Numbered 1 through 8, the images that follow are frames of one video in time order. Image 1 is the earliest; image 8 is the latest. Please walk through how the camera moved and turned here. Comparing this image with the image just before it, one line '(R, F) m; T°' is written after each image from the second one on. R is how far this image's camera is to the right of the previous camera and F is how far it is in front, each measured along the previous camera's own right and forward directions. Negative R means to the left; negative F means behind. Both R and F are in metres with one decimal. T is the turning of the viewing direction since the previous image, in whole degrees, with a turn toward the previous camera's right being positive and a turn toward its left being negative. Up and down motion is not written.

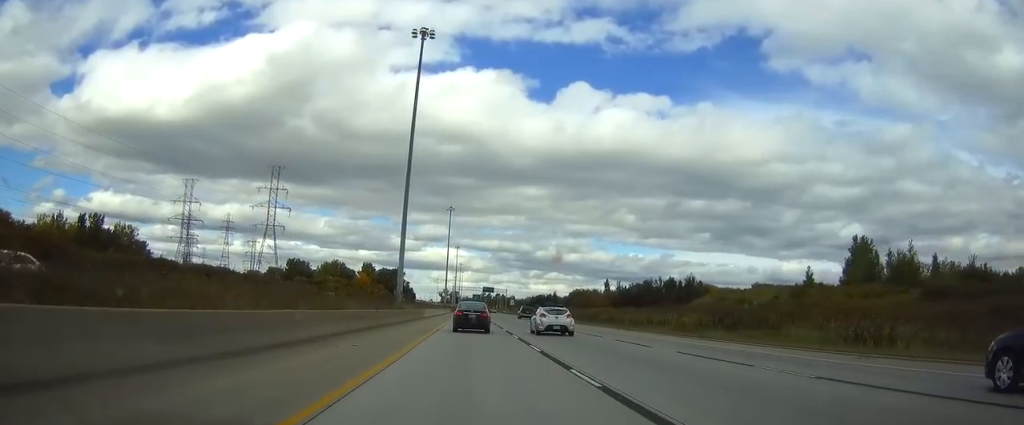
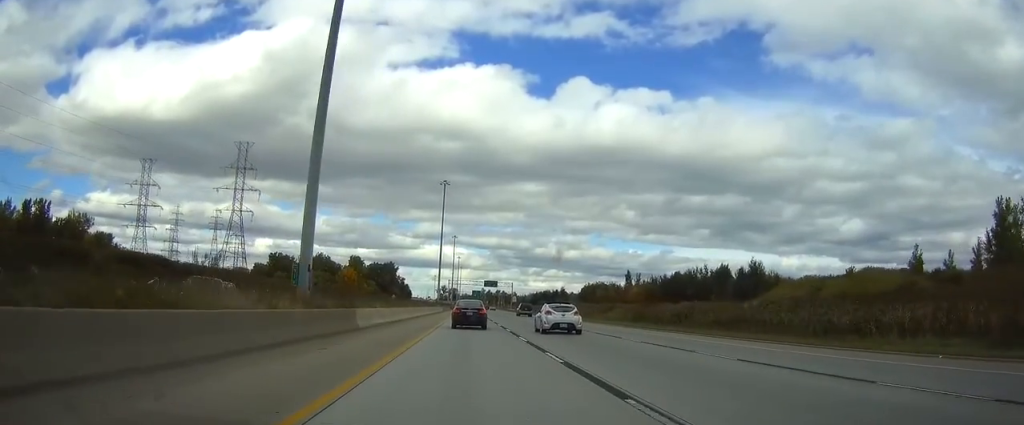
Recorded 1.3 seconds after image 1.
(+0.1, +40.7) m; 0°
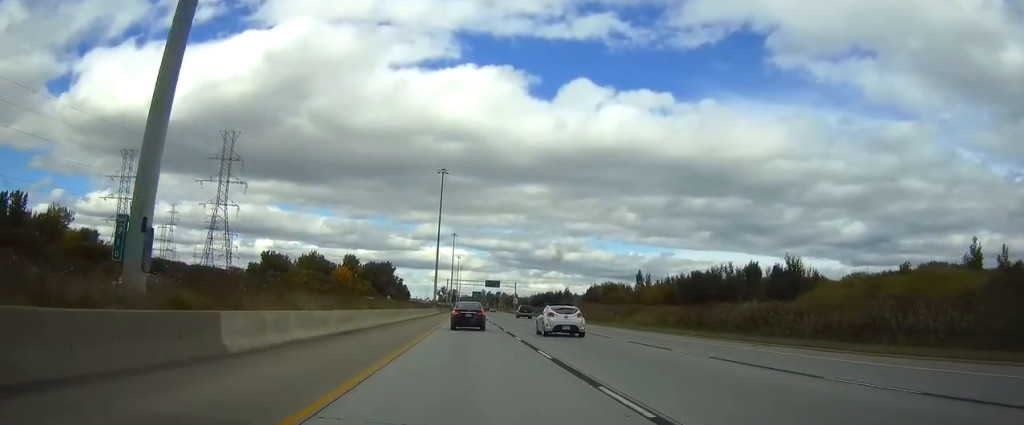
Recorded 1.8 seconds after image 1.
(0.0, +16.2) m; 0°
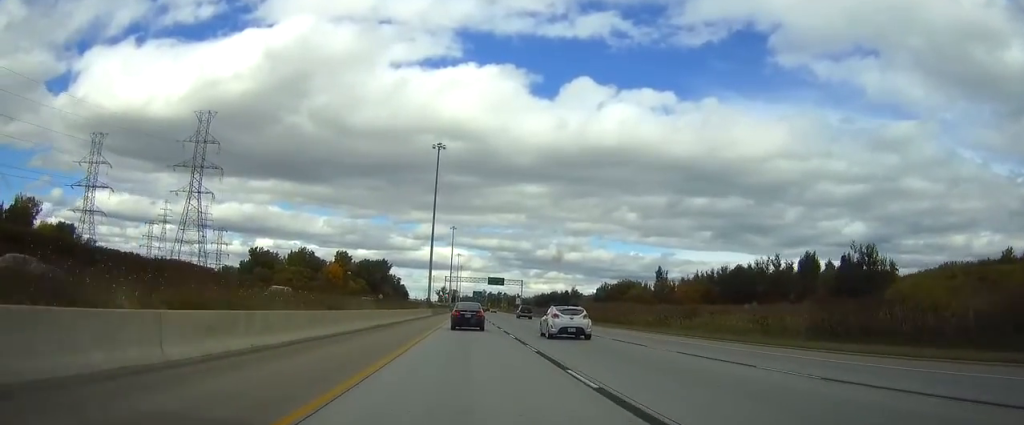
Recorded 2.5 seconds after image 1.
(0.0, +23.8) m; 0°
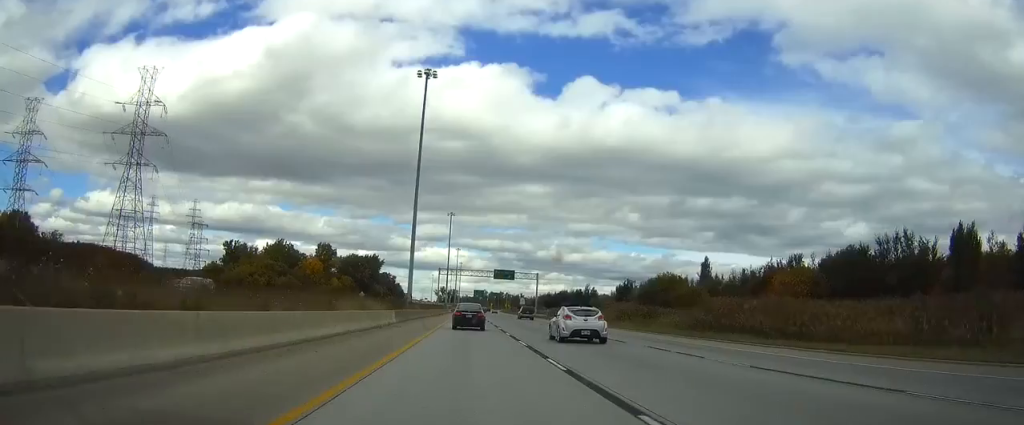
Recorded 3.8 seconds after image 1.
(0.0, +41.5) m; 0°
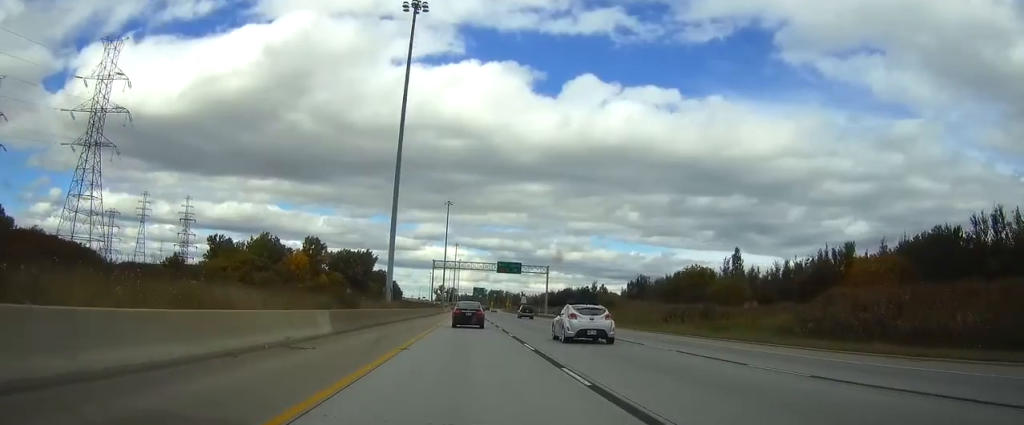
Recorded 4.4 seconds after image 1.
(0.0, +20.8) m; 0°
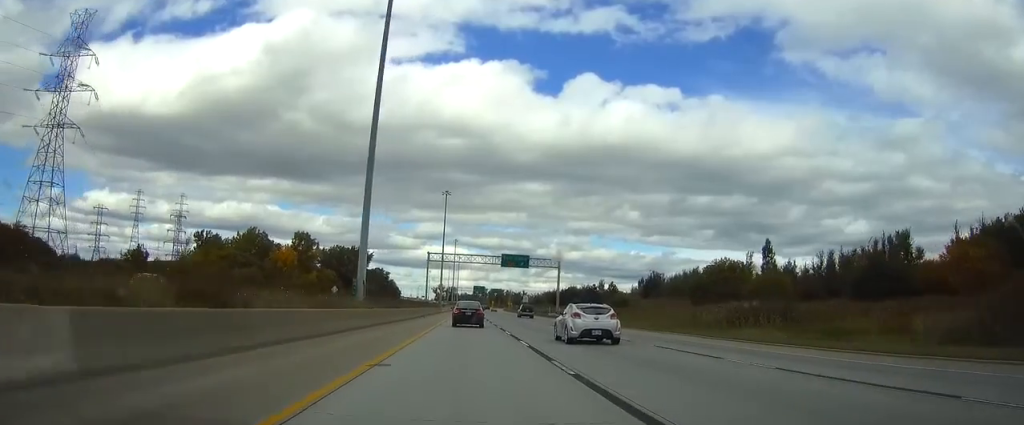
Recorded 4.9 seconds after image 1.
(0.0, +16.4) m; 0°
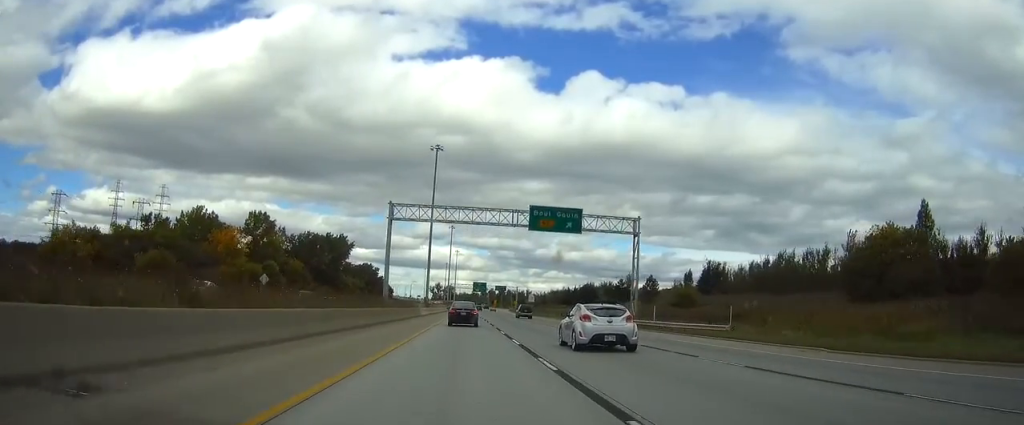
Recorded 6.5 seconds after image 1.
(0.0, +52.5) m; 0°
